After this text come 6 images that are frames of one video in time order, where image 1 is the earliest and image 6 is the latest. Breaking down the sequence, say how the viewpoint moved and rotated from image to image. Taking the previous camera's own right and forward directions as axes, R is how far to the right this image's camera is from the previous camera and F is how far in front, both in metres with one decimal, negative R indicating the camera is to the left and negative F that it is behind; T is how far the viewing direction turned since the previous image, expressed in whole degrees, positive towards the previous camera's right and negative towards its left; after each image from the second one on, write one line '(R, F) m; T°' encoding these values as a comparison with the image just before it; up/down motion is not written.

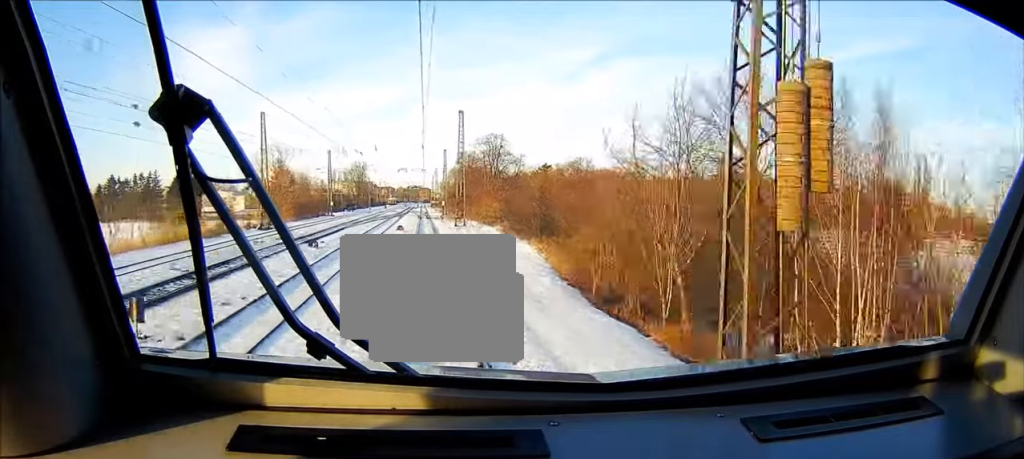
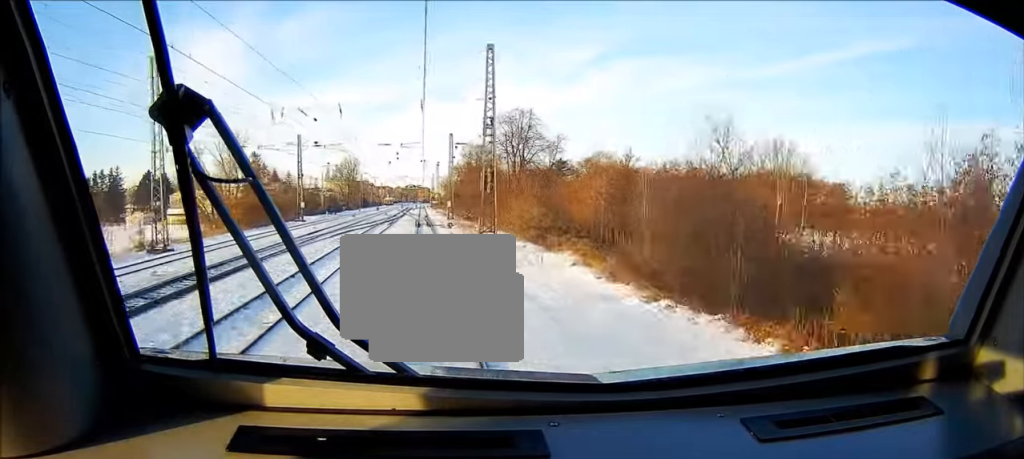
(0.0, +32.1) m; 0°
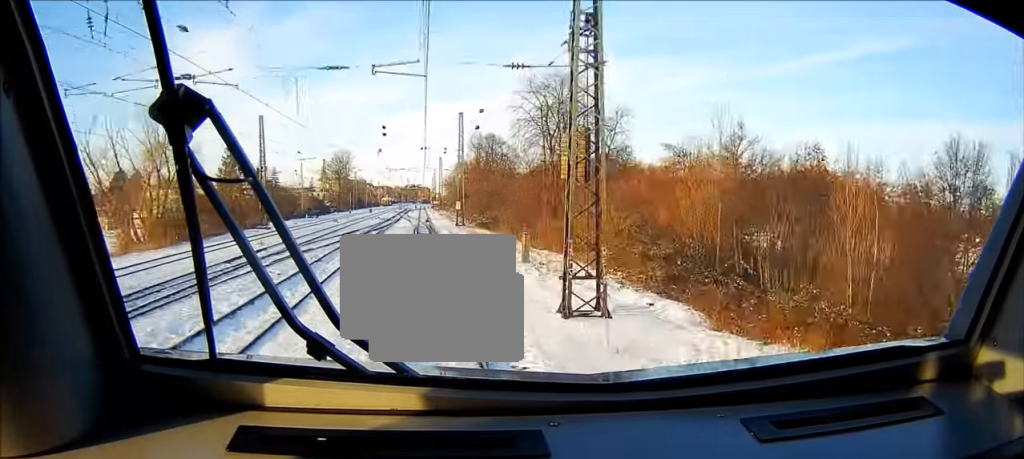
(0.0, +24.2) m; 0°
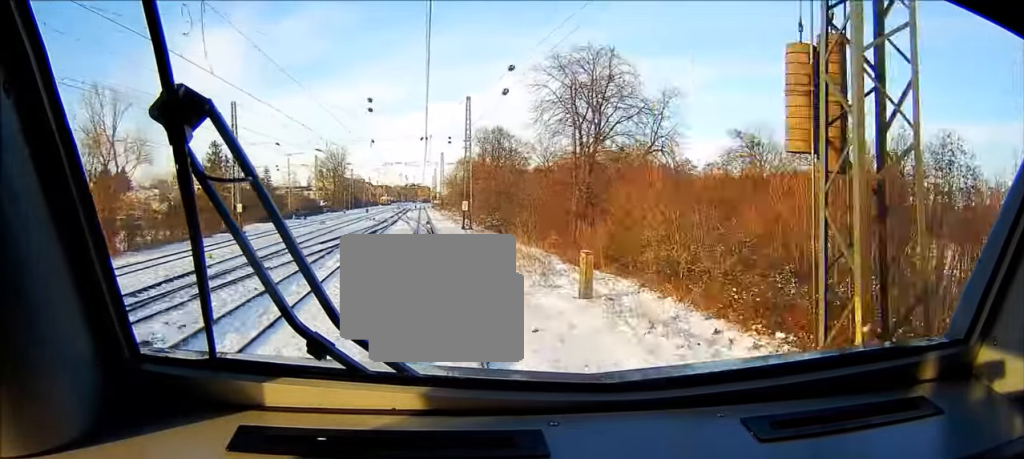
(0.0, +11.5) m; 0°
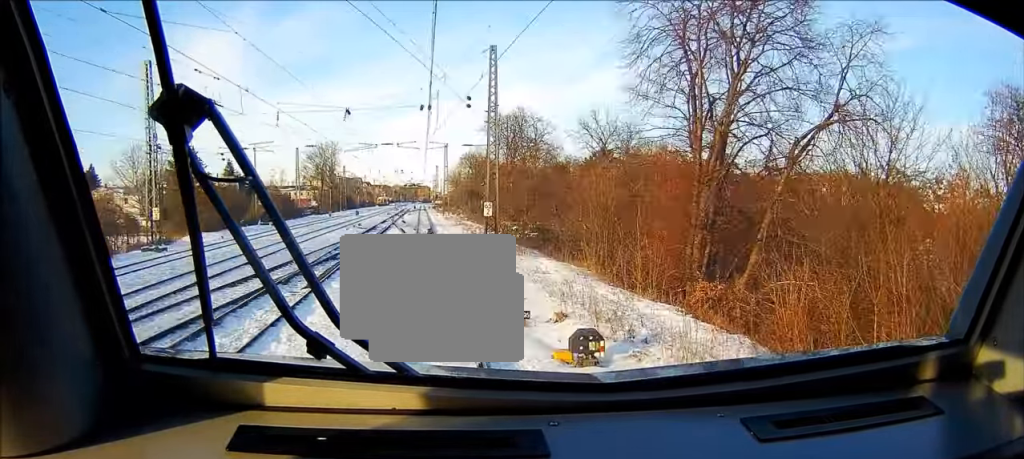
(0.0, +22.1) m; 0°
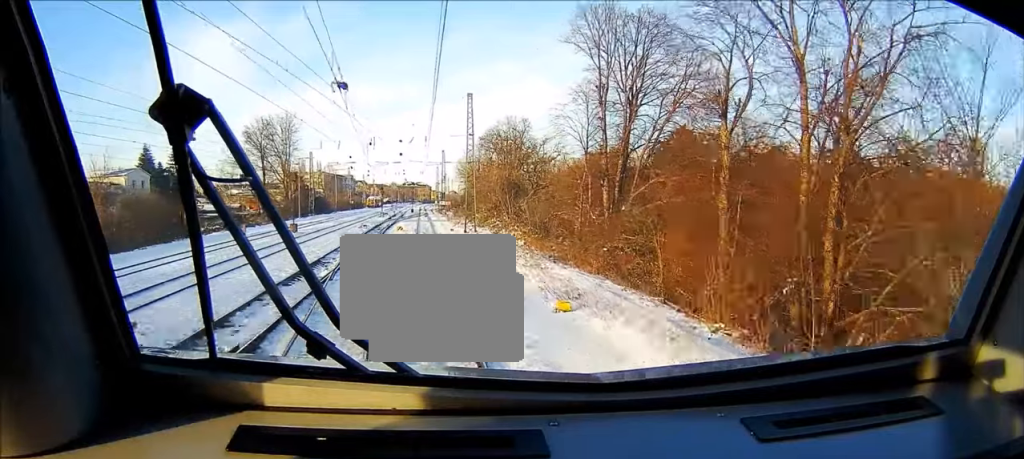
(-0.1, +59.2) m; 0°
